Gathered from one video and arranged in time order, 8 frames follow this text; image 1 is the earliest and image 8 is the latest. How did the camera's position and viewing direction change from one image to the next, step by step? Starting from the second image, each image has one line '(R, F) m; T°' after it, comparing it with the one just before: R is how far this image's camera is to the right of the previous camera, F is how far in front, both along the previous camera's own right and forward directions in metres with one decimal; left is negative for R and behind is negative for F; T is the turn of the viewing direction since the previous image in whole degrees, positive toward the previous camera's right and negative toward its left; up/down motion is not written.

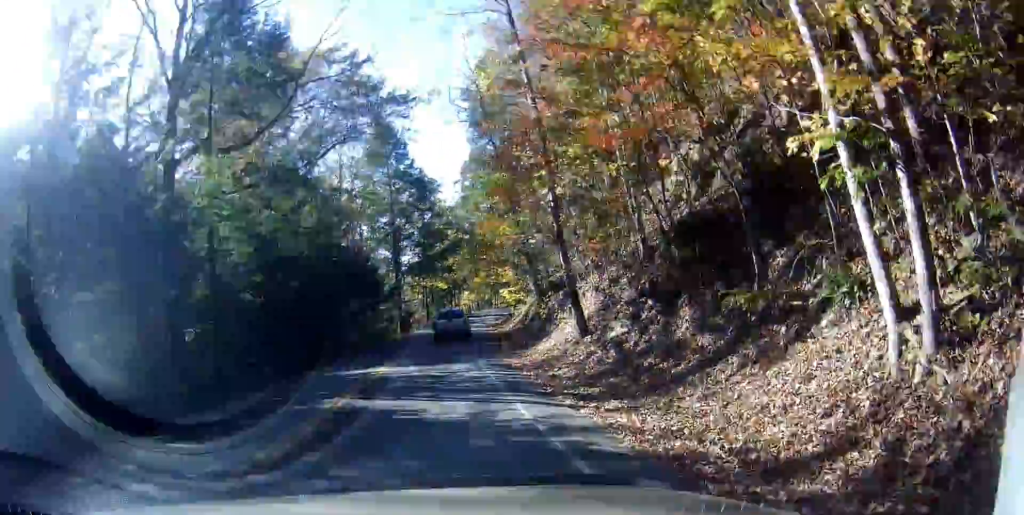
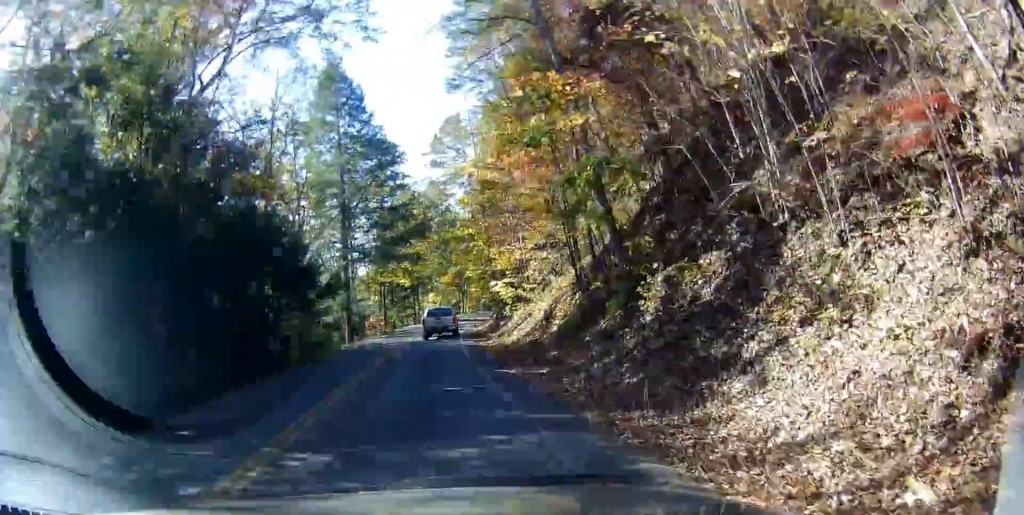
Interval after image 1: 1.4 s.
(+0.9, +13.5) m; +6°
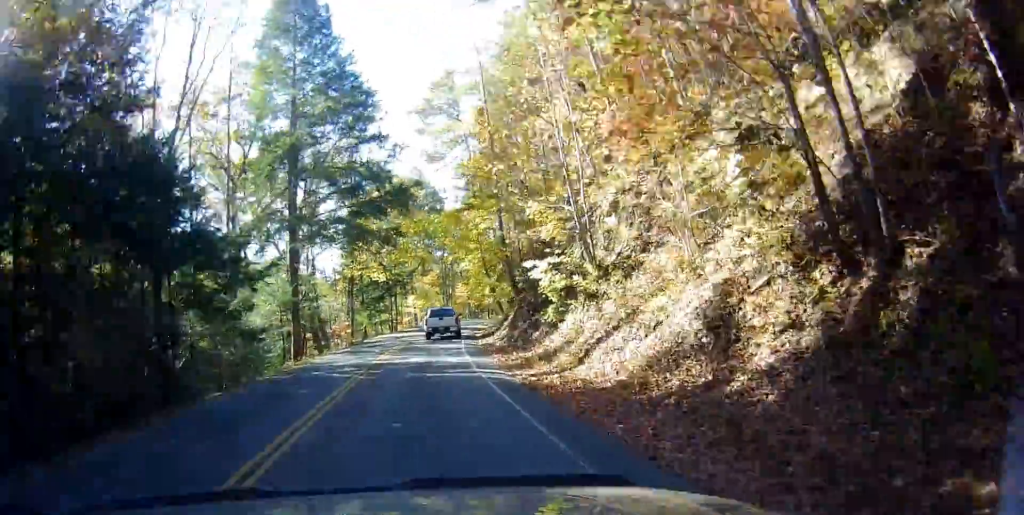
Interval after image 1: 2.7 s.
(0.0, +14.1) m; +2°
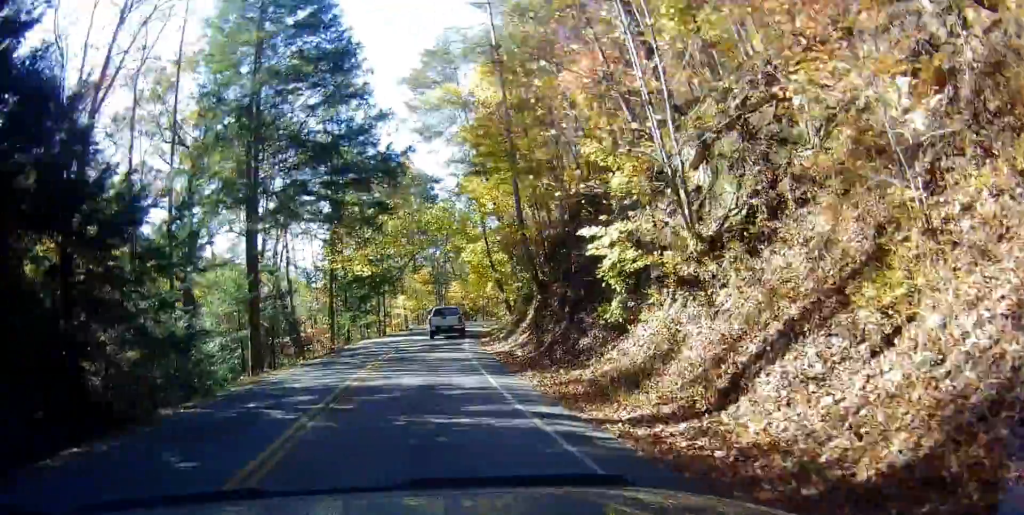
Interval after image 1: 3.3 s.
(-0.1, +7.2) m; +3°
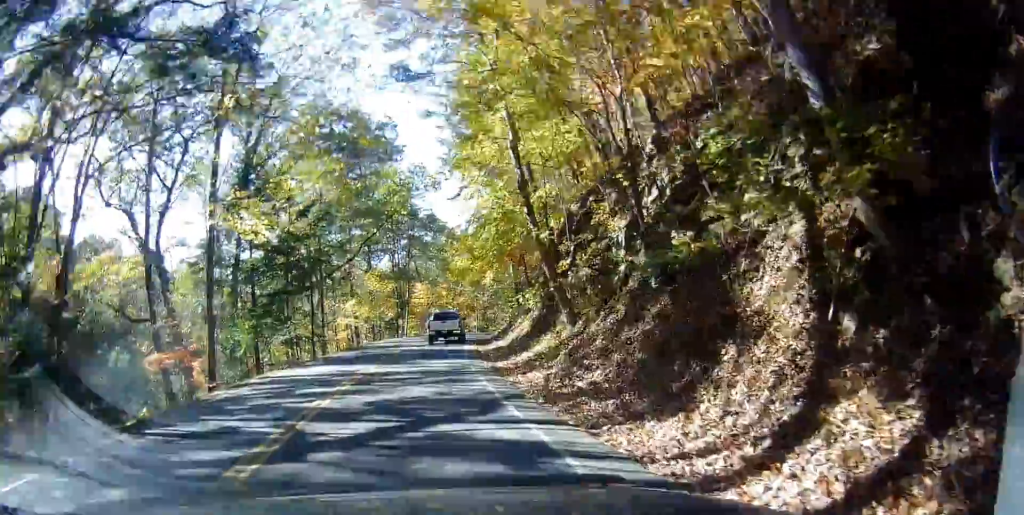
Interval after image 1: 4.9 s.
(+0.9, +19.3) m; 0°
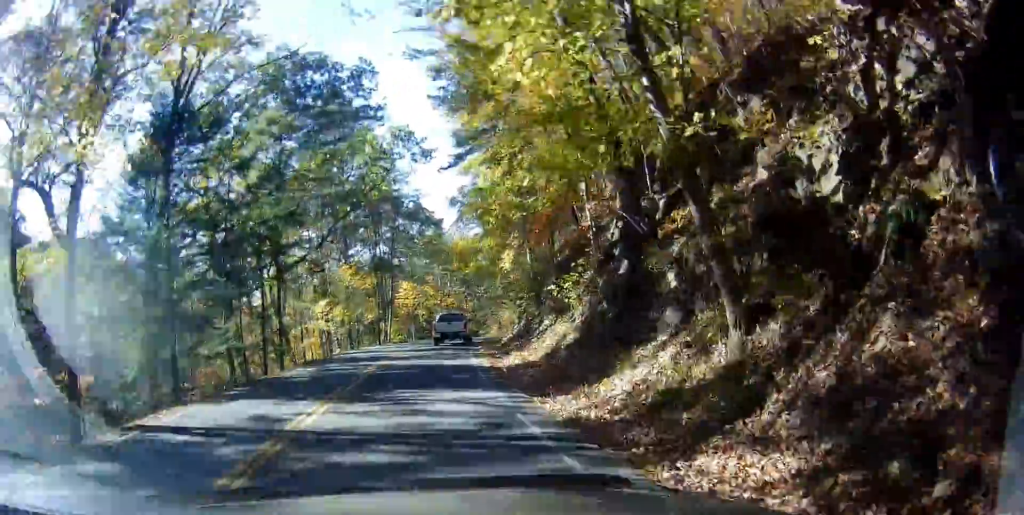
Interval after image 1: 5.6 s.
(-0.3, +9.4) m; -1°
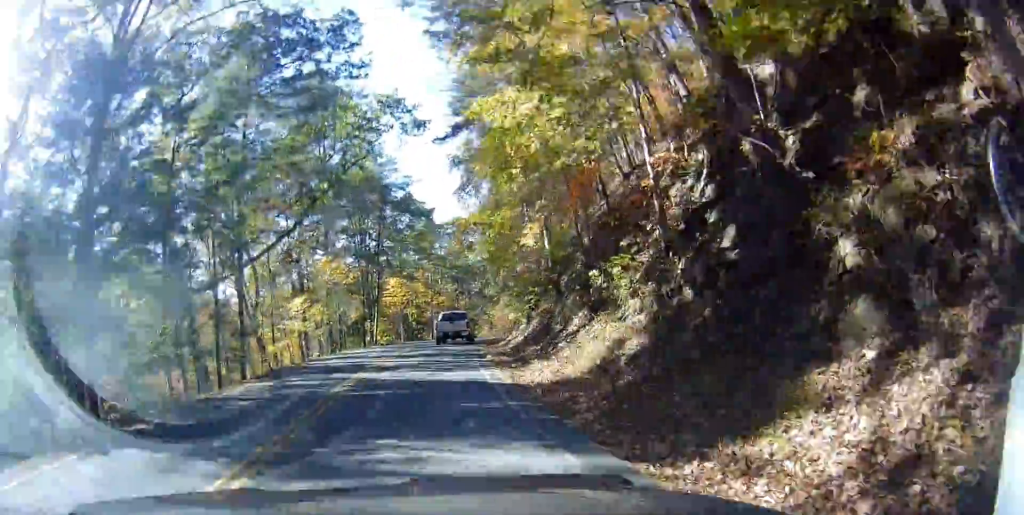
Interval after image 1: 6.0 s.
(-0.1, +5.7) m; +1°
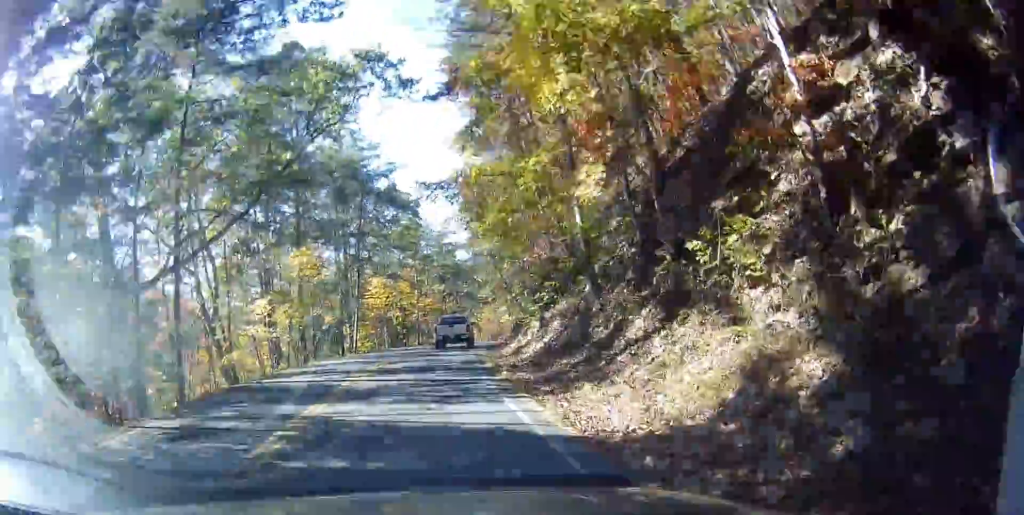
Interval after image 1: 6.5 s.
(-0.1, +6.1) m; +2°
